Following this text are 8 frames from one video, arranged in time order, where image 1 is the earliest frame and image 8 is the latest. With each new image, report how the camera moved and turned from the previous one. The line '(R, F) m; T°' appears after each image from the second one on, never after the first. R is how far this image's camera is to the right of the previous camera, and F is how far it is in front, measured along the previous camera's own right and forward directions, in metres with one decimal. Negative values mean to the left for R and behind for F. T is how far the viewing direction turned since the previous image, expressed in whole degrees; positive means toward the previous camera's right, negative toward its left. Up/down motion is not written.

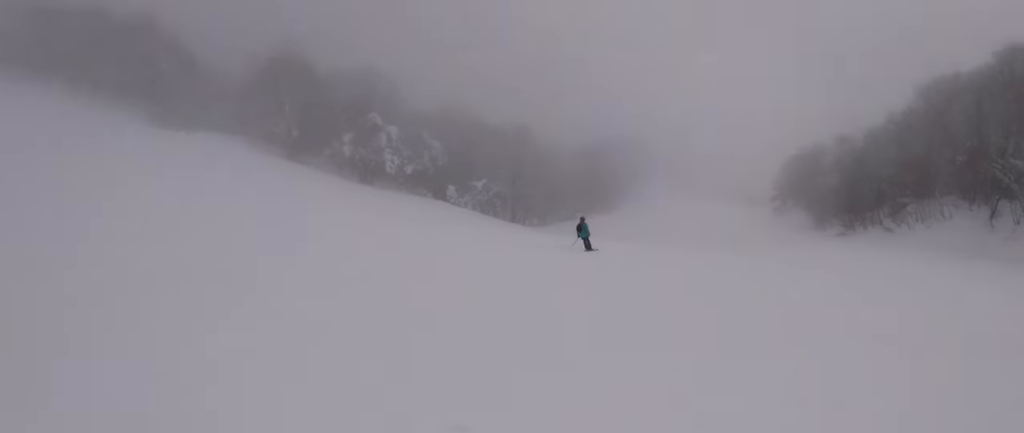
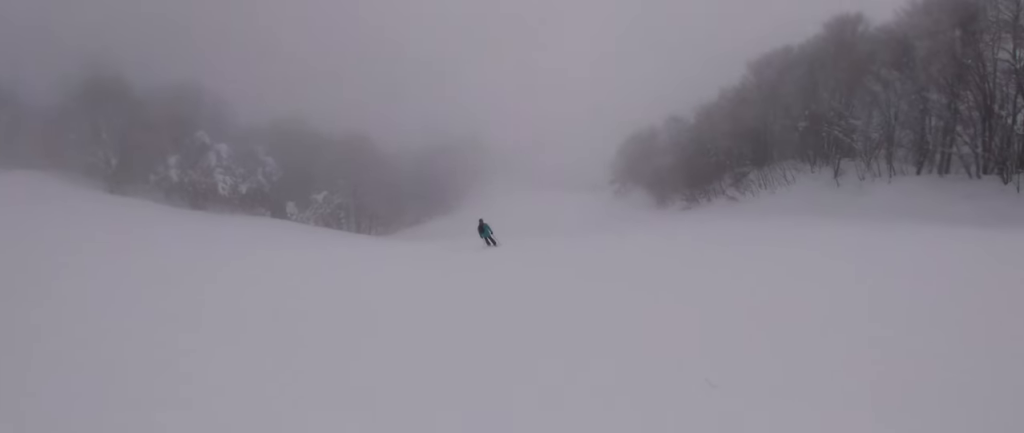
(+1.0, +2.5) m; +21°
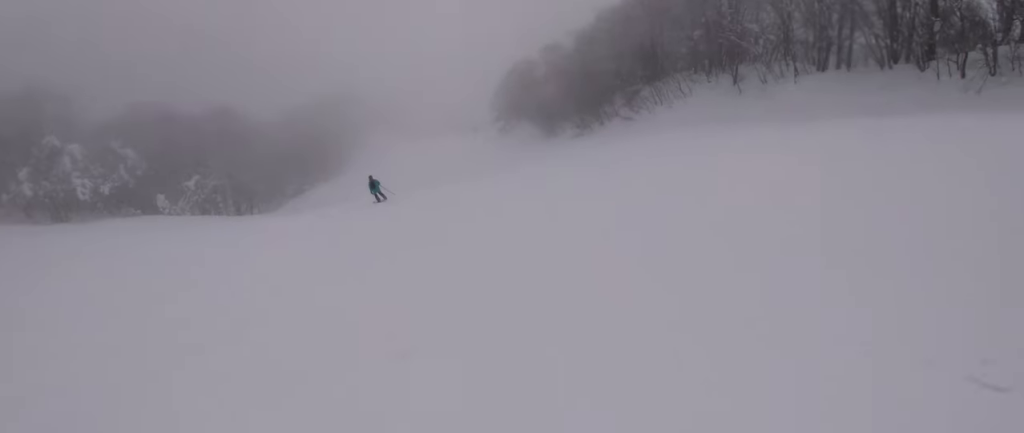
(+0.6, +3.0) m; +16°
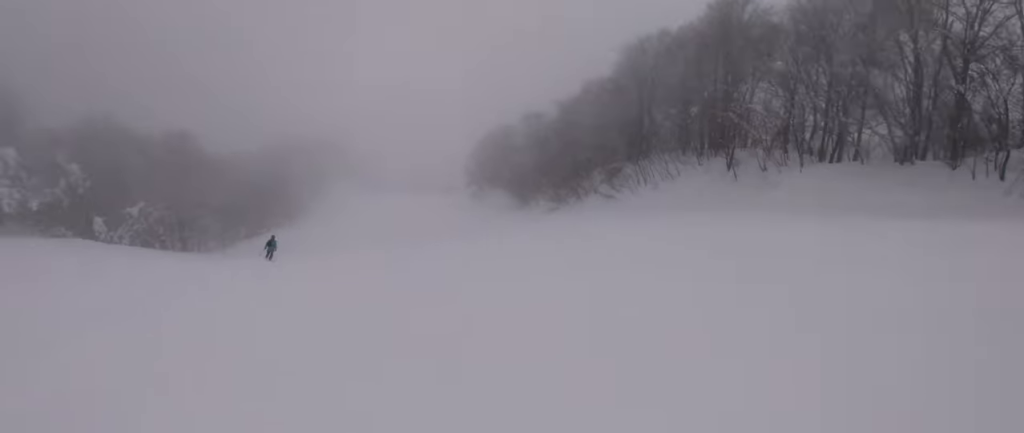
(+0.6, +5.3) m; -5°
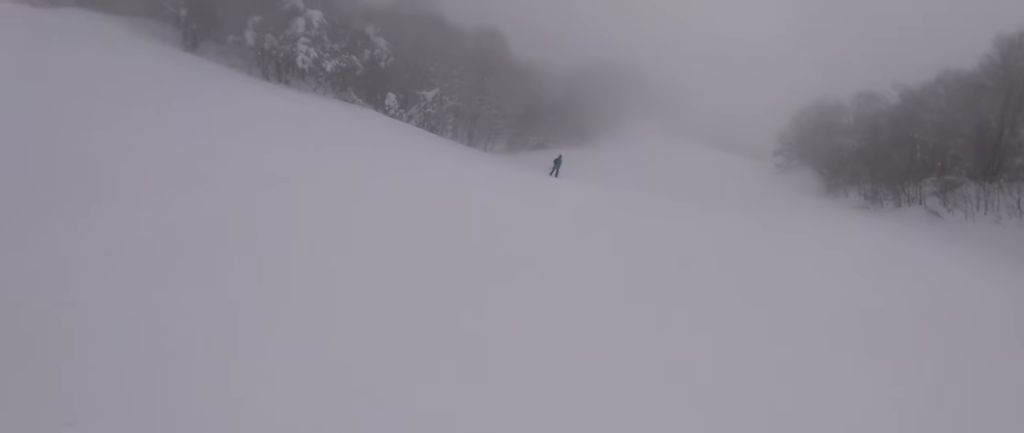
(-0.8, +4.5) m; -10°
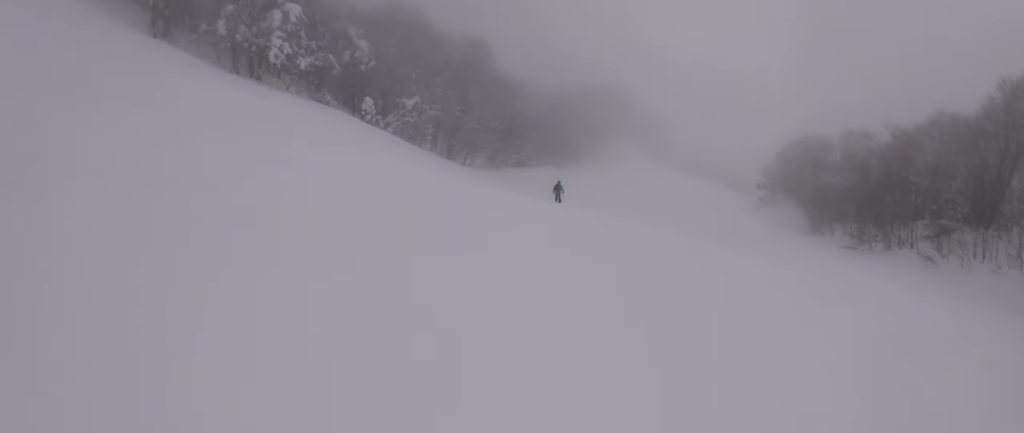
(0.0, +2.8) m; 0°
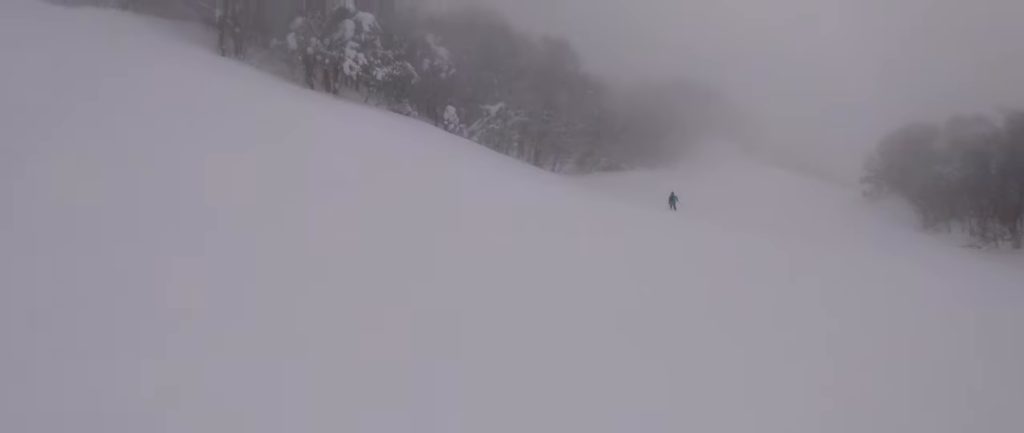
(0.0, +3.3) m; 0°
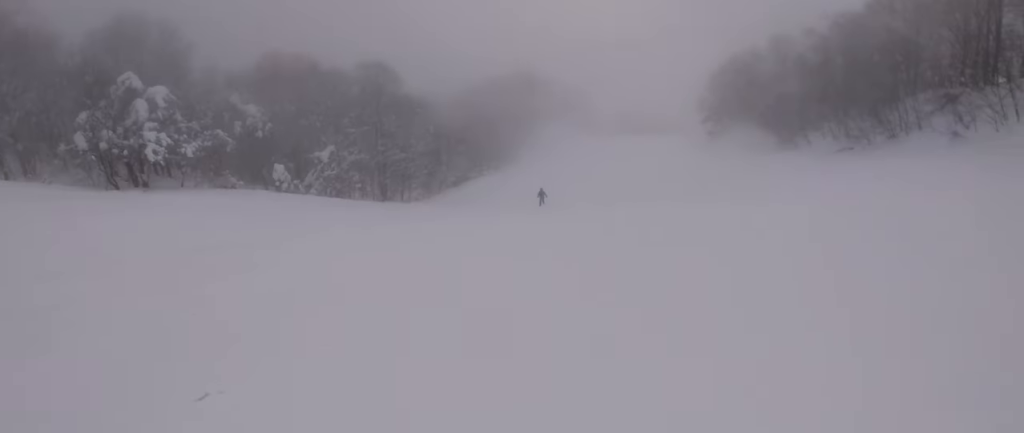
(0.0, +5.3) m; +2°
